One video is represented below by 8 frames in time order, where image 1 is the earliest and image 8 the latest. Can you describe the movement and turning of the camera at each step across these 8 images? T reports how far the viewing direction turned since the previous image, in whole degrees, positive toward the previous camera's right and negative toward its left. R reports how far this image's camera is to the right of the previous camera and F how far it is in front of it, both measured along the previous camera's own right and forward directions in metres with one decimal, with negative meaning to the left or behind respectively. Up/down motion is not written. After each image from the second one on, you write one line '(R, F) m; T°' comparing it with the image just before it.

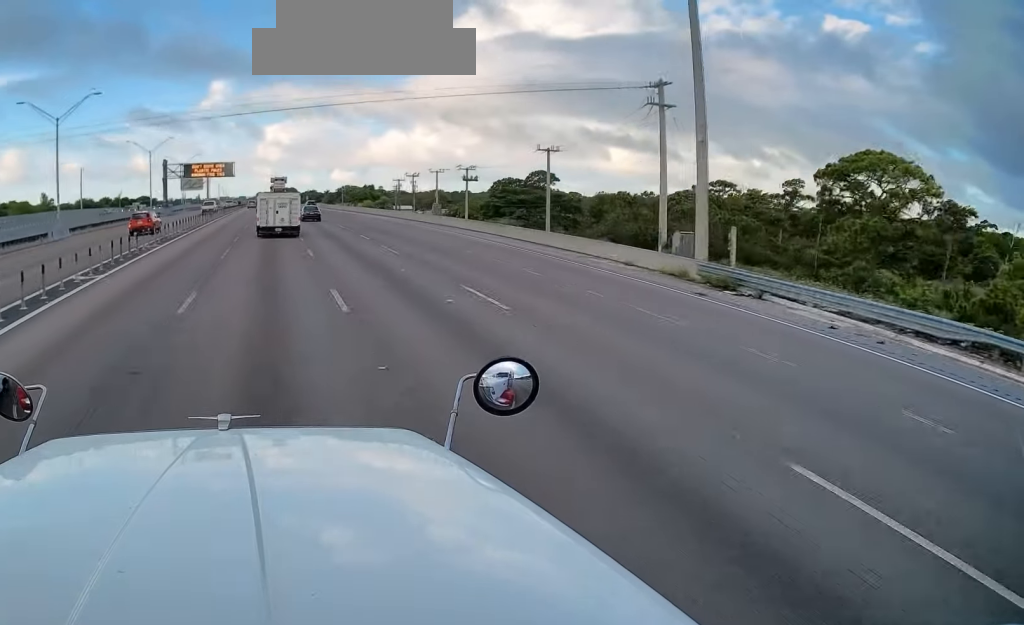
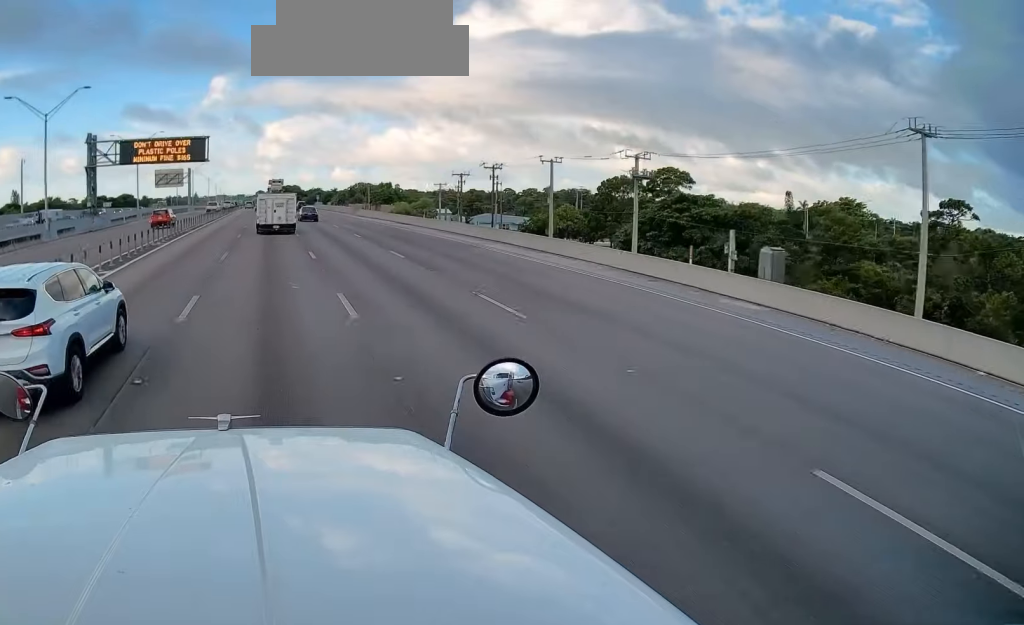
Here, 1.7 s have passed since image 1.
(-0.3, +52.0) m; 0°
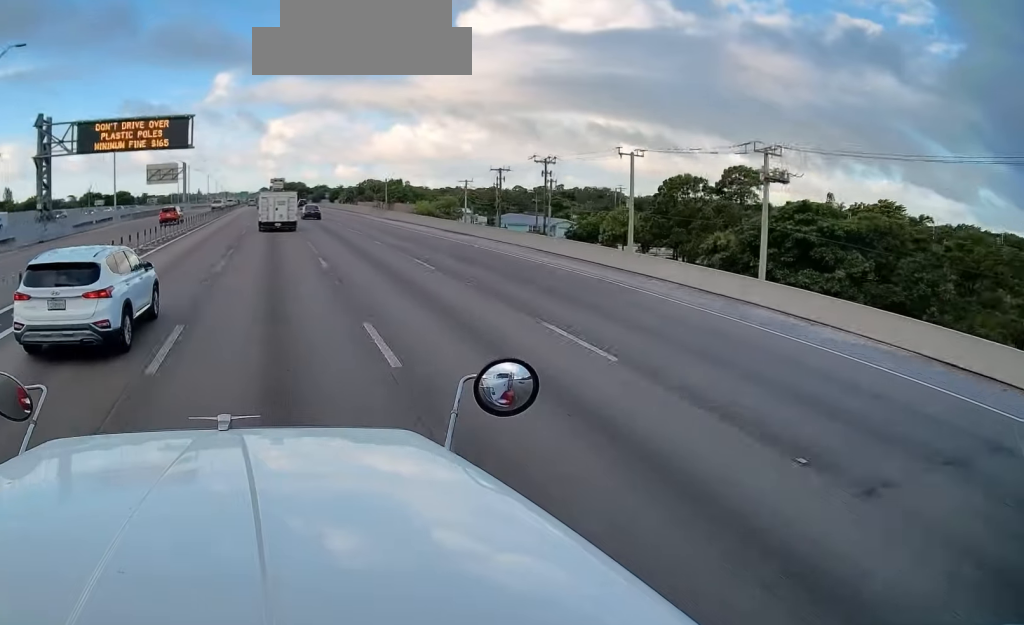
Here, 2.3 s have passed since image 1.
(0.0, +16.7) m; 0°
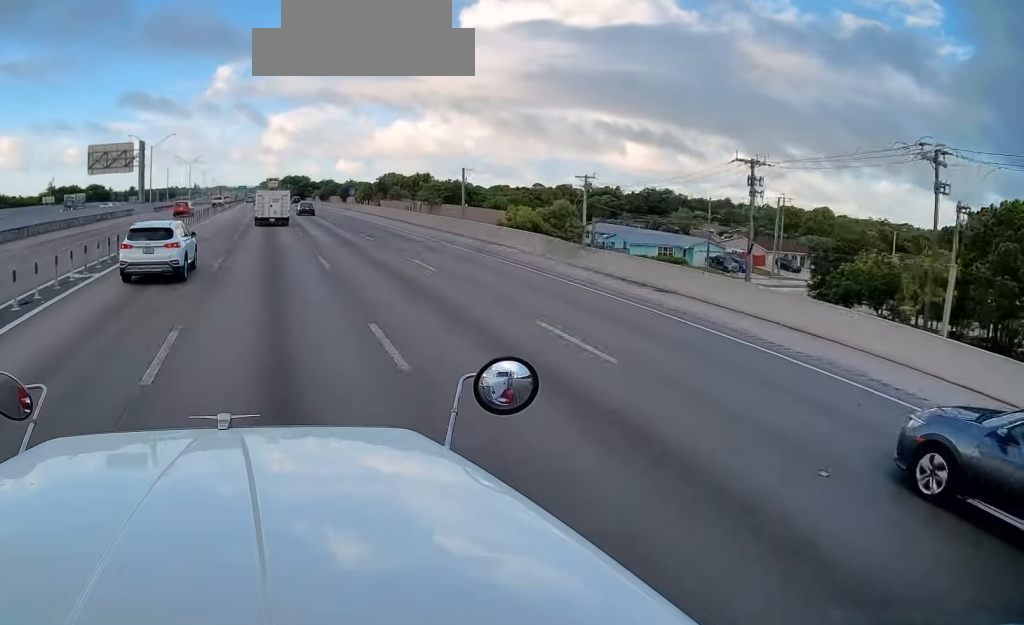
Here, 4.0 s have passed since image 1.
(-0.3, +50.7) m; 0°
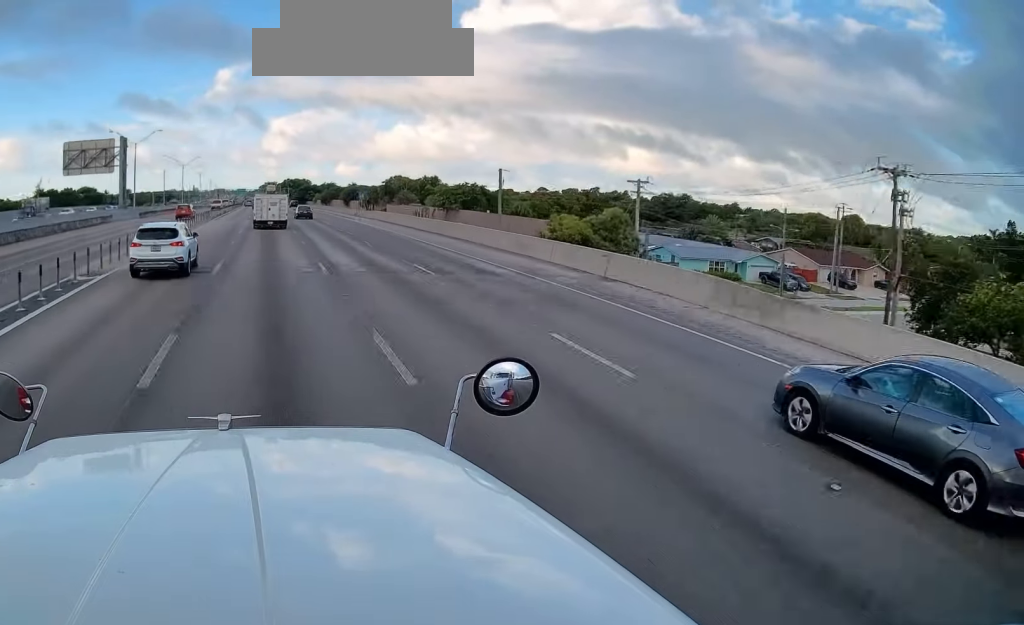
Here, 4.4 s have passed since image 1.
(0.0, +11.6) m; 0°
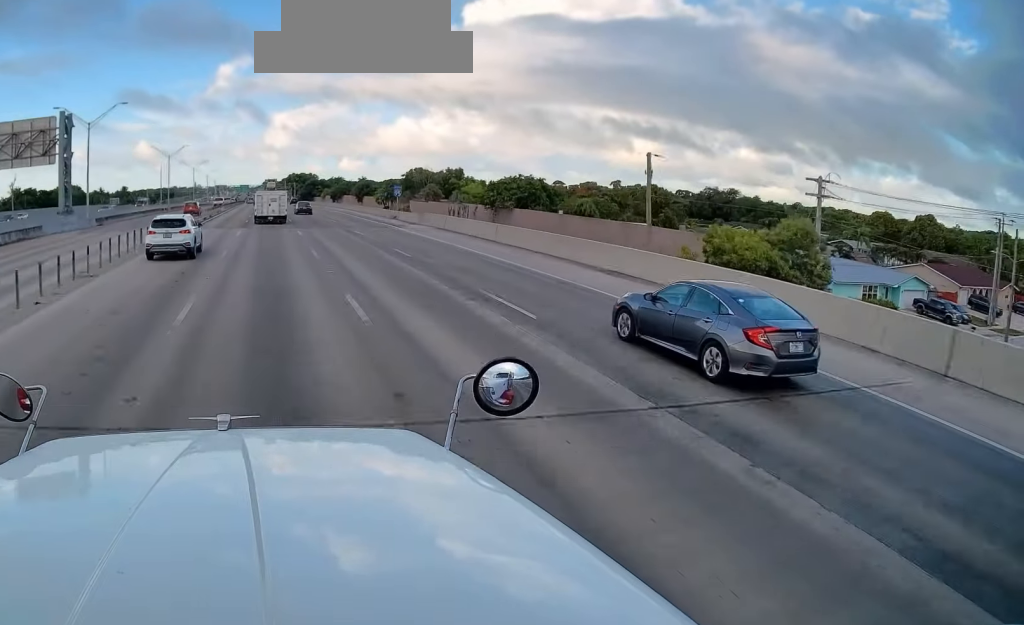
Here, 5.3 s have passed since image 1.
(0.0, +25.9) m; 0°
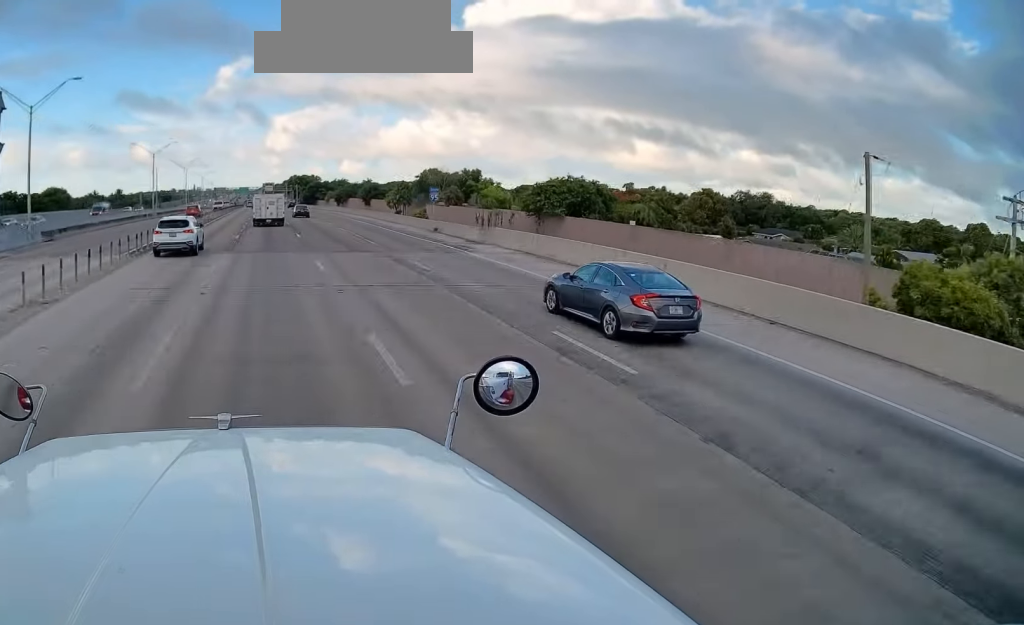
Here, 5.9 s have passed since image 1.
(0.0, +17.2) m; 0°
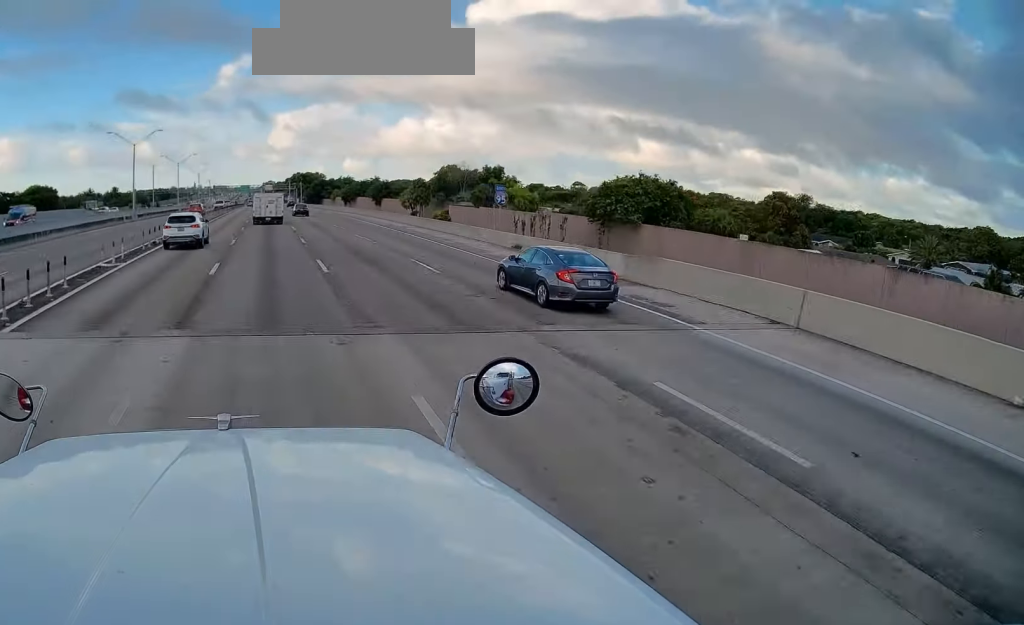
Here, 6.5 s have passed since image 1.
(0.0, +17.2) m; 0°
